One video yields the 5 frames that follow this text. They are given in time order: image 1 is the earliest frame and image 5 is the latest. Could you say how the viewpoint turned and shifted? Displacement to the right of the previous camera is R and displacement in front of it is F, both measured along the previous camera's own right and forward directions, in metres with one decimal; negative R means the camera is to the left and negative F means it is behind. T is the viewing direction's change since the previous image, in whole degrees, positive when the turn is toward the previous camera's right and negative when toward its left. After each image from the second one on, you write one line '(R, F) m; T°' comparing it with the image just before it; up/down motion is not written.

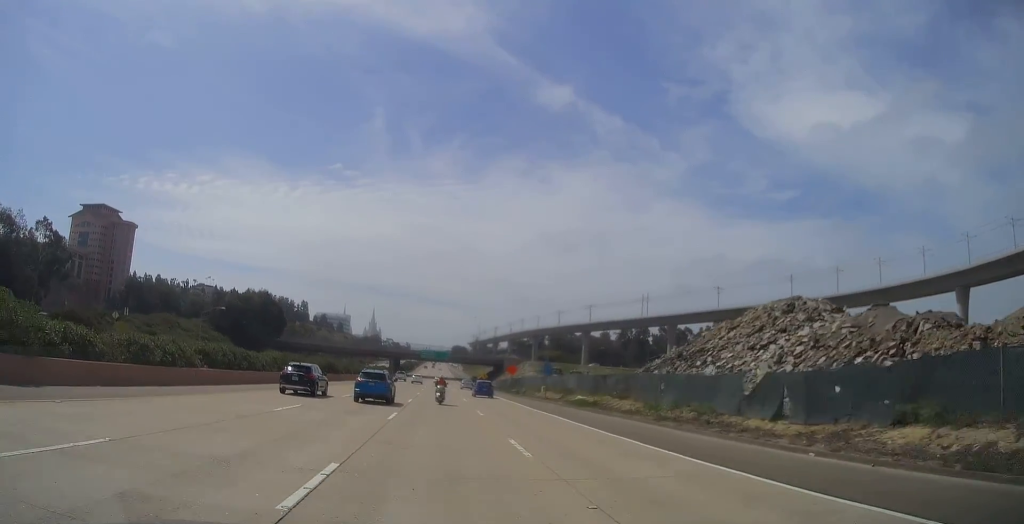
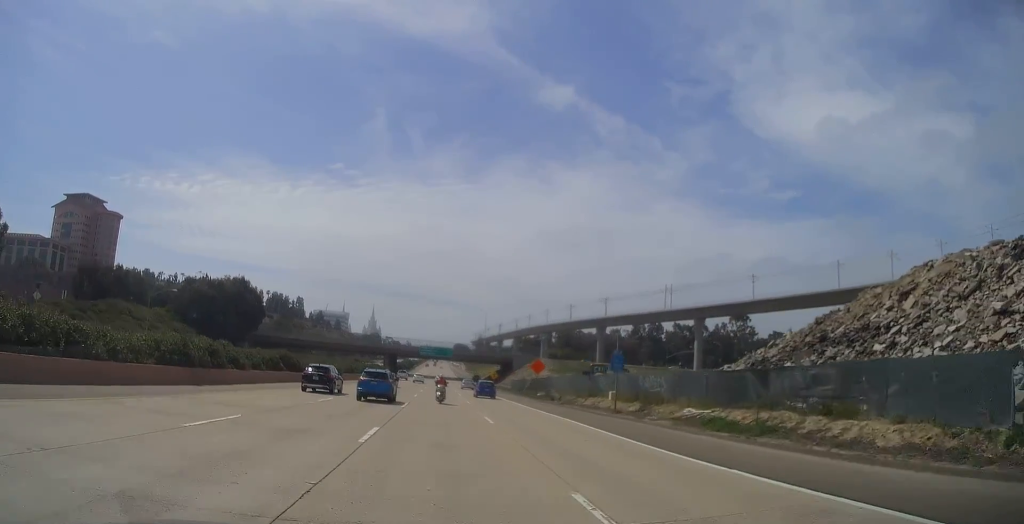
(0.0, +22.2) m; 0°
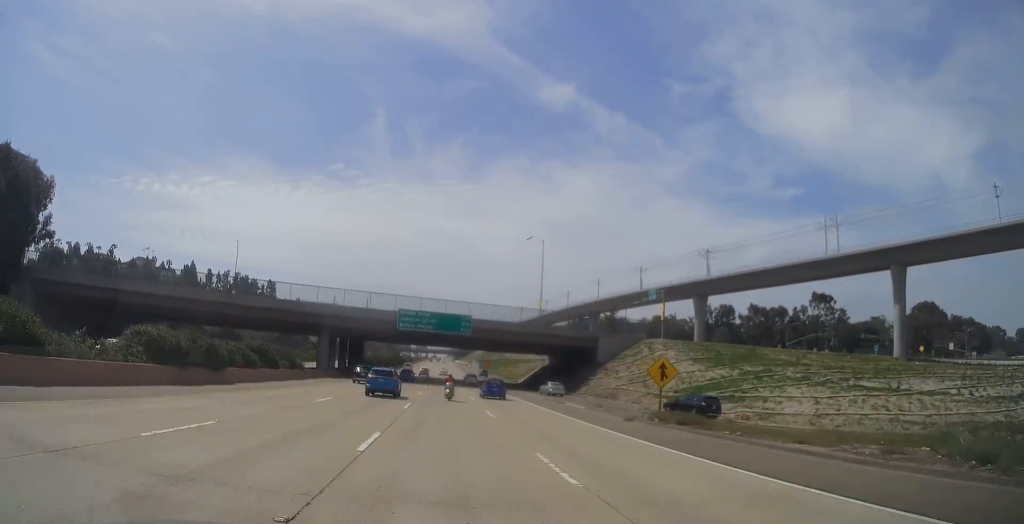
(-0.9, +90.6) m; -1°
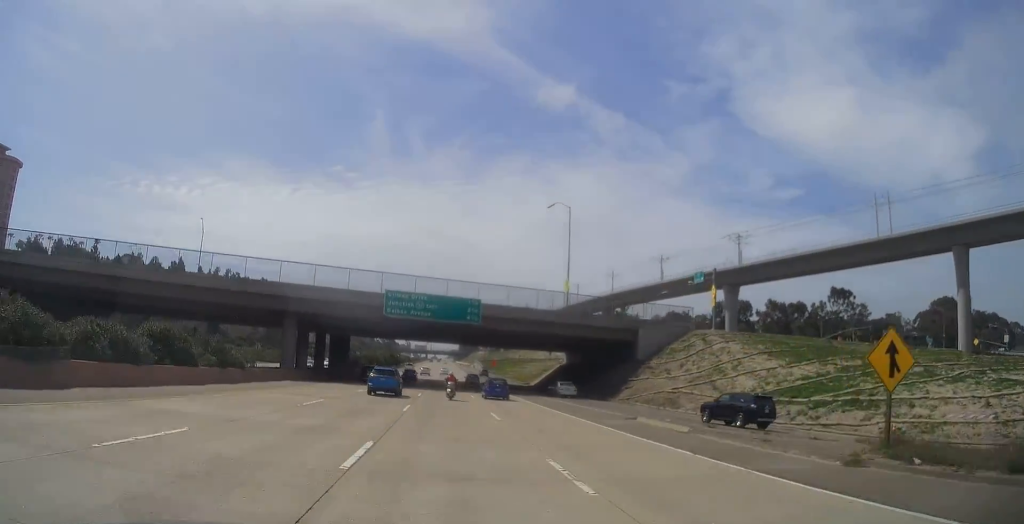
(-0.1, +16.8) m; 0°
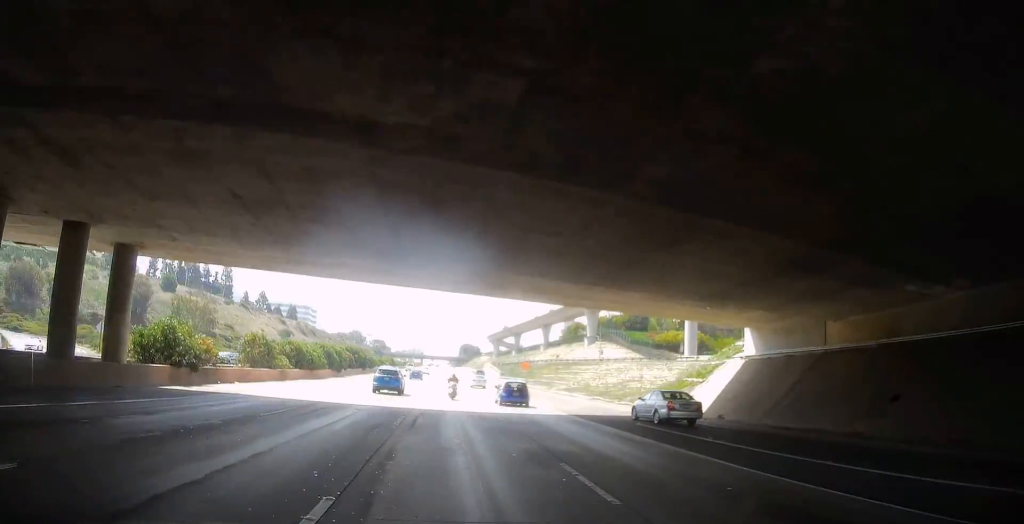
(+1.0, +64.9) m; 0°
